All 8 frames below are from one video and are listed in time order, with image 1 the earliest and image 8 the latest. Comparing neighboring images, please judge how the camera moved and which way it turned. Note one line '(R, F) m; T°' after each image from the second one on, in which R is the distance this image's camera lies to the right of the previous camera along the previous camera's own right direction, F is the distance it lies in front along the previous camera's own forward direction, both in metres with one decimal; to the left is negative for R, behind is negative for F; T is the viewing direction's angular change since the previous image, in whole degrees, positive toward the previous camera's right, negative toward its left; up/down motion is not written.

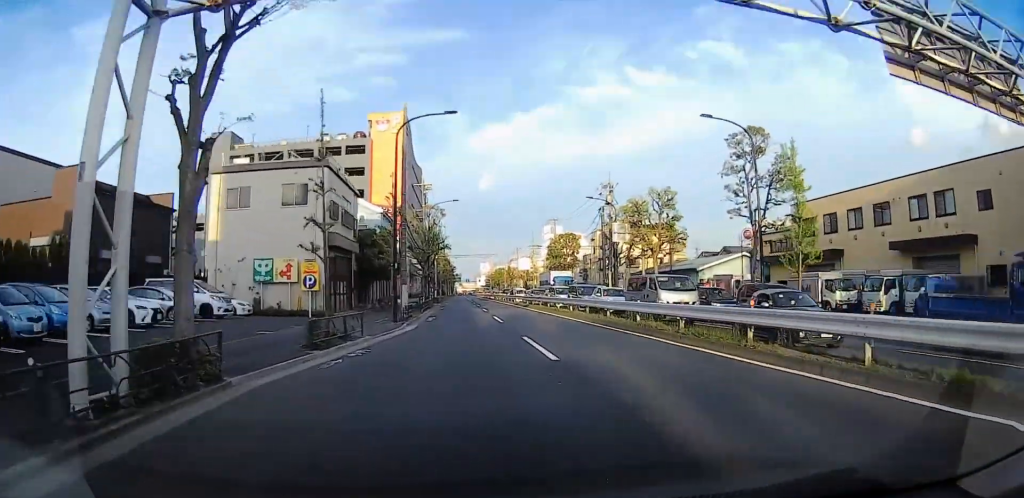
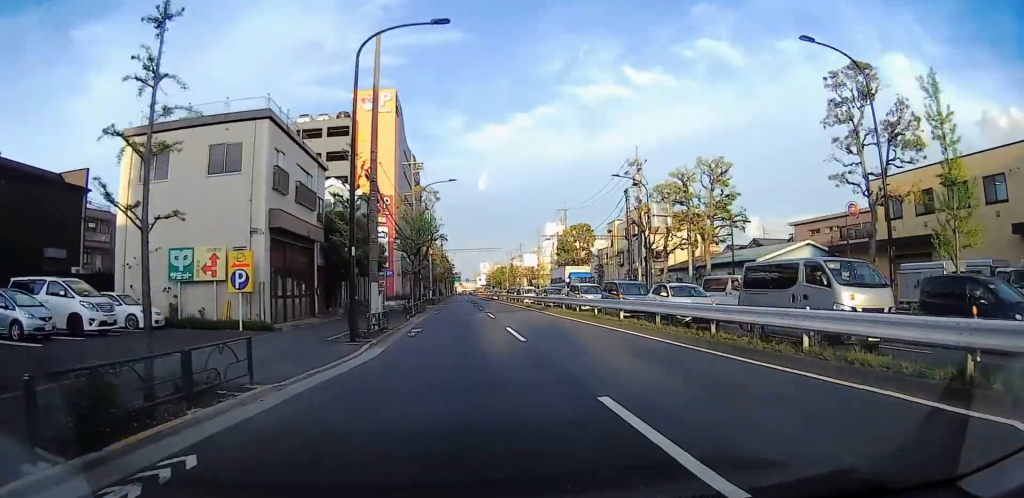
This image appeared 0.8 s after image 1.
(0.0, +10.2) m; 0°
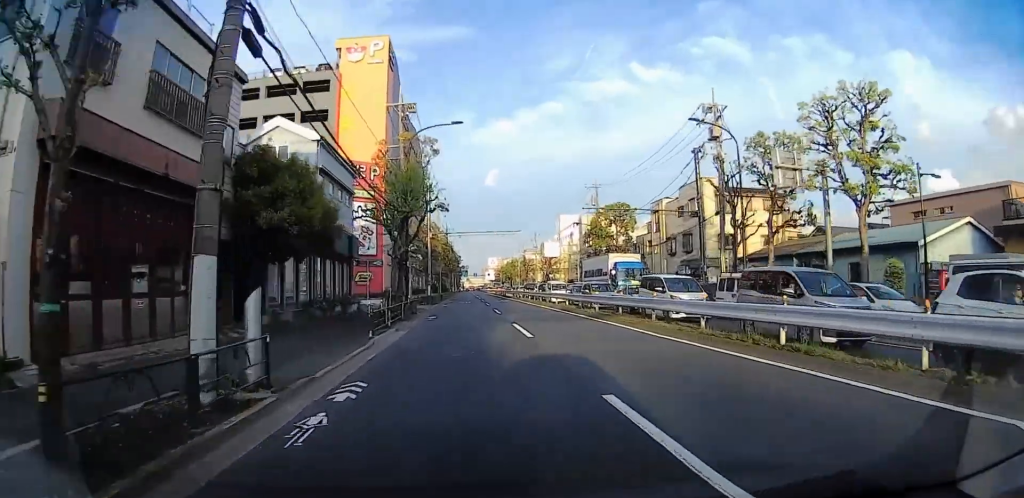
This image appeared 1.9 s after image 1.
(0.0, +15.0) m; 0°
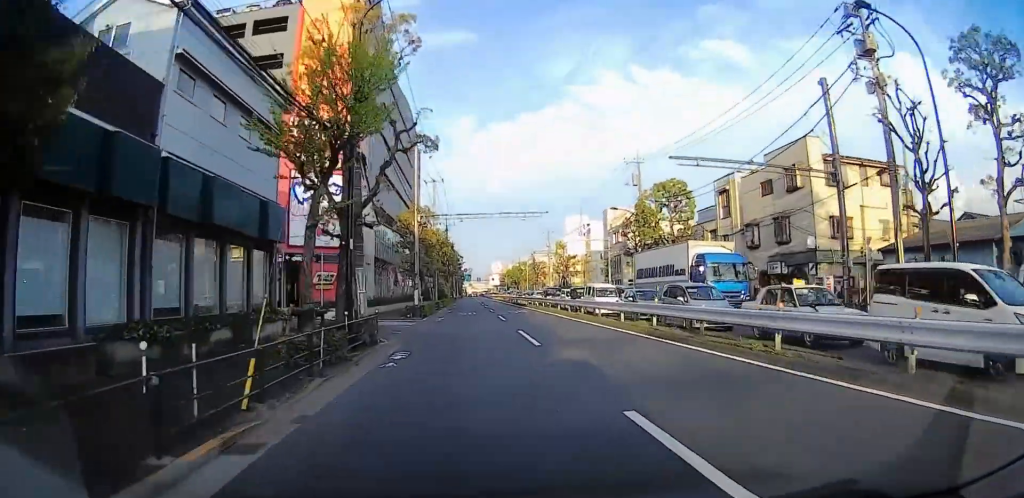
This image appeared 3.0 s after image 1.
(0.0, +16.1) m; 0°
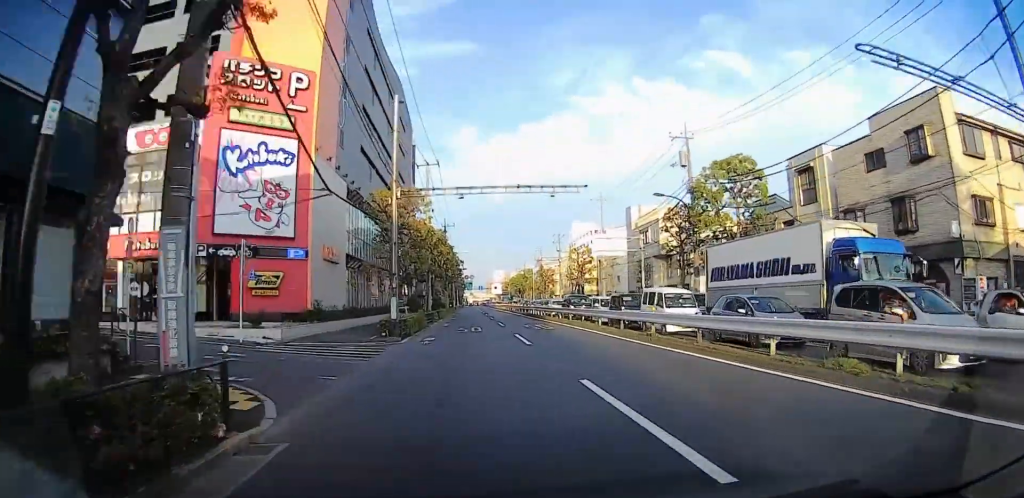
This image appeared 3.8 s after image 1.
(0.0, +12.0) m; +1°
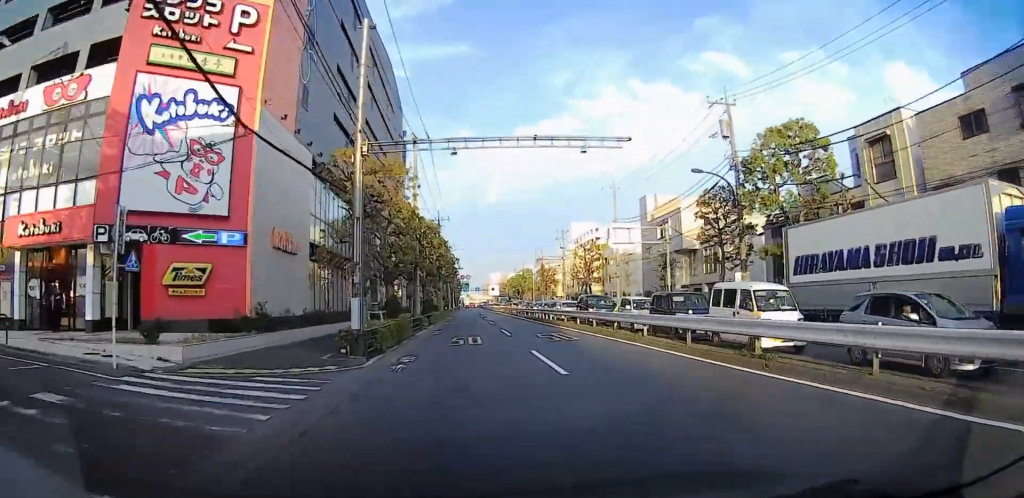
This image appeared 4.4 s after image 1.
(-0.1, +7.7) m; +1°
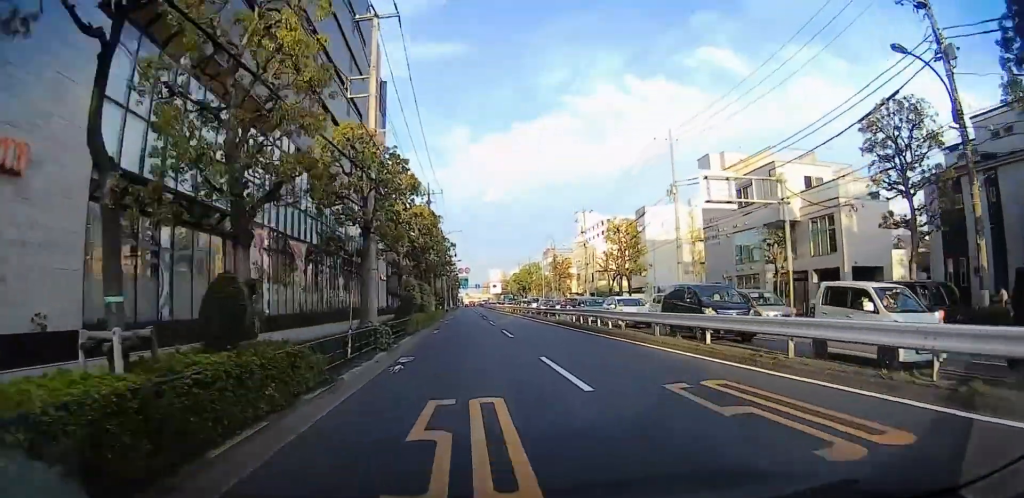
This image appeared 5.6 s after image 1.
(+0.8, +18.3) m; +2°
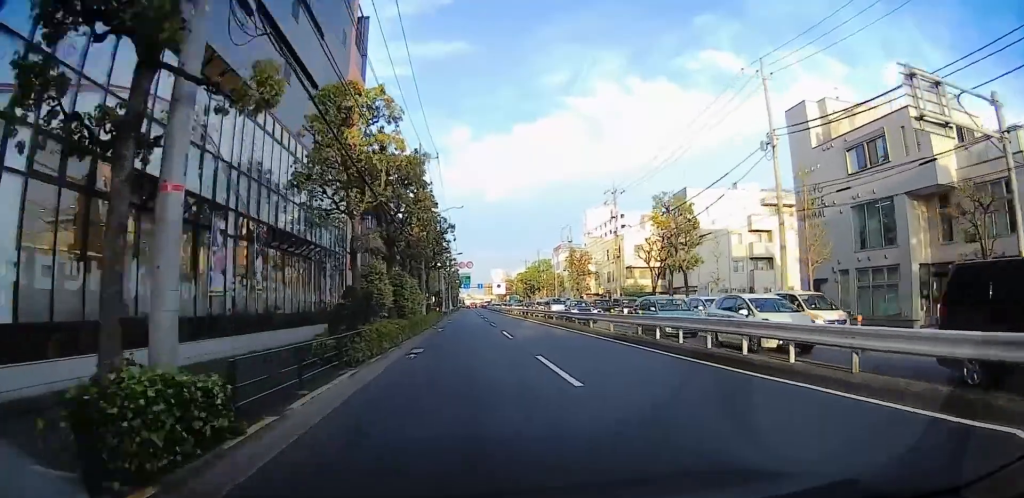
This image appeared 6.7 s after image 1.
(-0.1, +14.7) m; -2°
